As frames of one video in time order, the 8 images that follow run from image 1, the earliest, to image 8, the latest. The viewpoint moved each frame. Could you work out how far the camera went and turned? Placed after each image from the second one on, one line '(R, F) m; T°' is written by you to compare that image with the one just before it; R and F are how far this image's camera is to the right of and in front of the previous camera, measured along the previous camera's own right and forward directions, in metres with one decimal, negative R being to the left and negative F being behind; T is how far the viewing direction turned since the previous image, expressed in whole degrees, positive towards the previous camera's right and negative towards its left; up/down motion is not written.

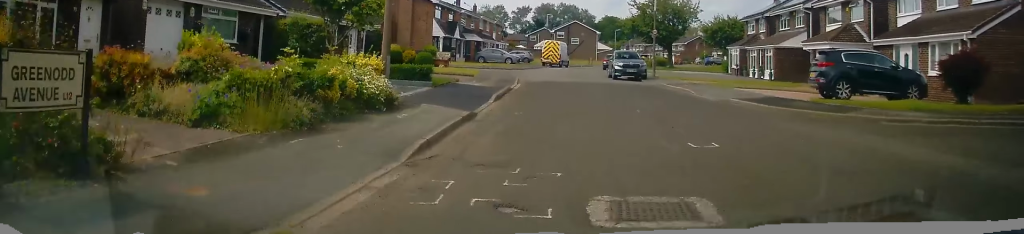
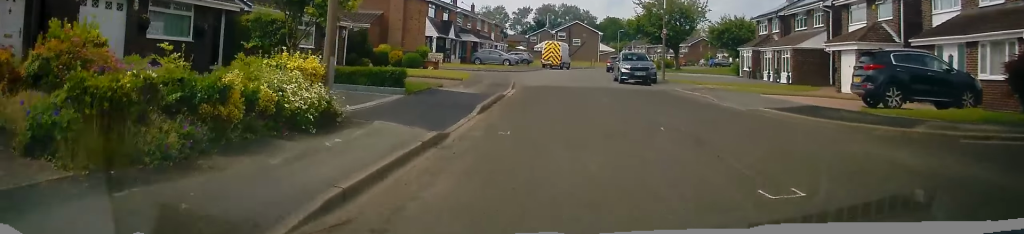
(0.0, +3.1) m; -1°
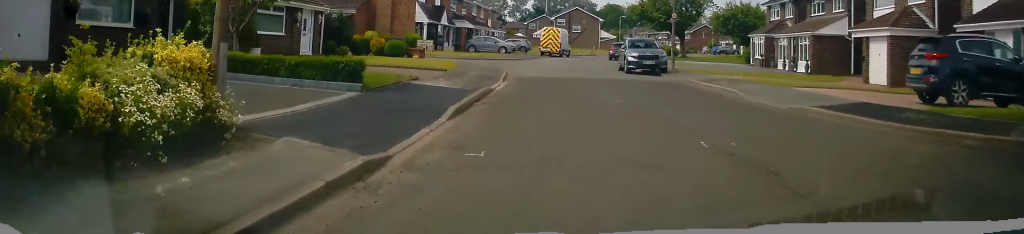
(0.0, +3.1) m; -1°
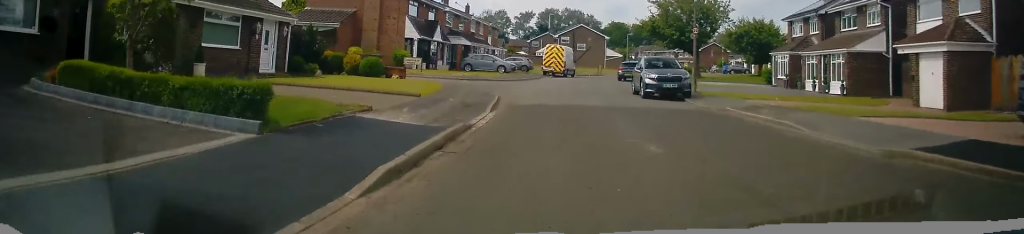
(-0.2, +4.1) m; 0°
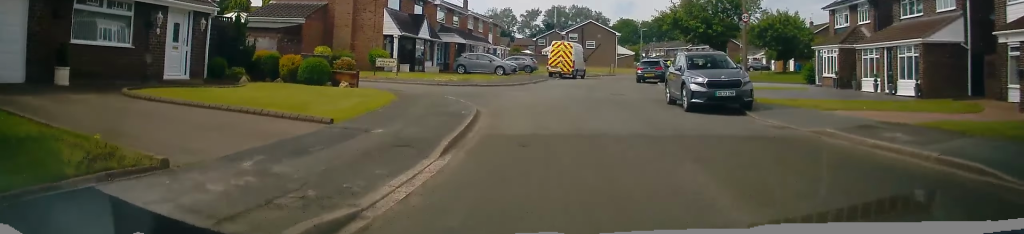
(+0.2, +6.6) m; 0°
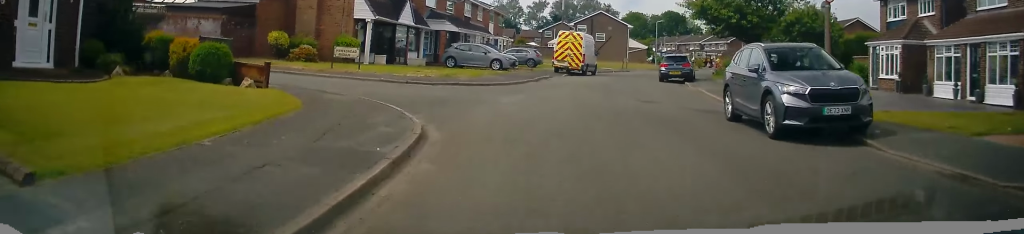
(-0.2, +6.3) m; -1°
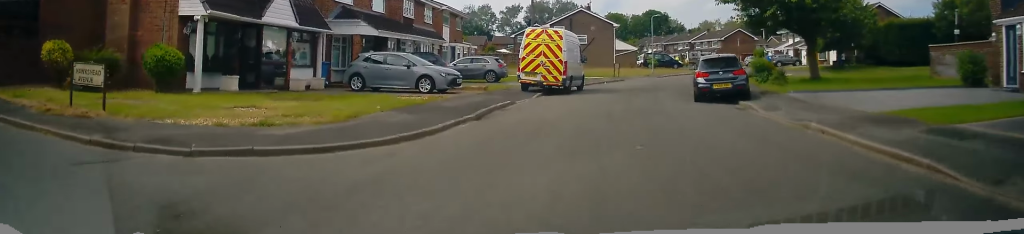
(+0.3, +12.7) m; +4°
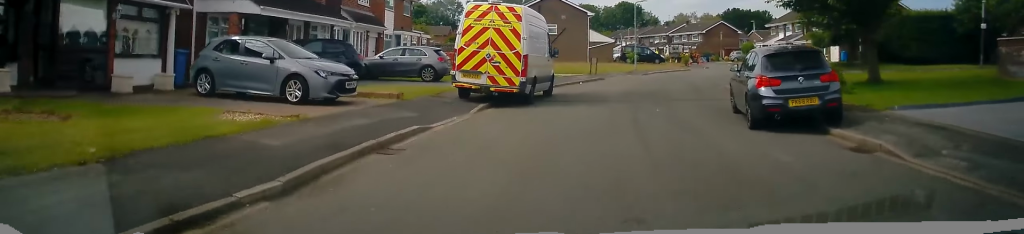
(+0.1, +8.4) m; +1°
